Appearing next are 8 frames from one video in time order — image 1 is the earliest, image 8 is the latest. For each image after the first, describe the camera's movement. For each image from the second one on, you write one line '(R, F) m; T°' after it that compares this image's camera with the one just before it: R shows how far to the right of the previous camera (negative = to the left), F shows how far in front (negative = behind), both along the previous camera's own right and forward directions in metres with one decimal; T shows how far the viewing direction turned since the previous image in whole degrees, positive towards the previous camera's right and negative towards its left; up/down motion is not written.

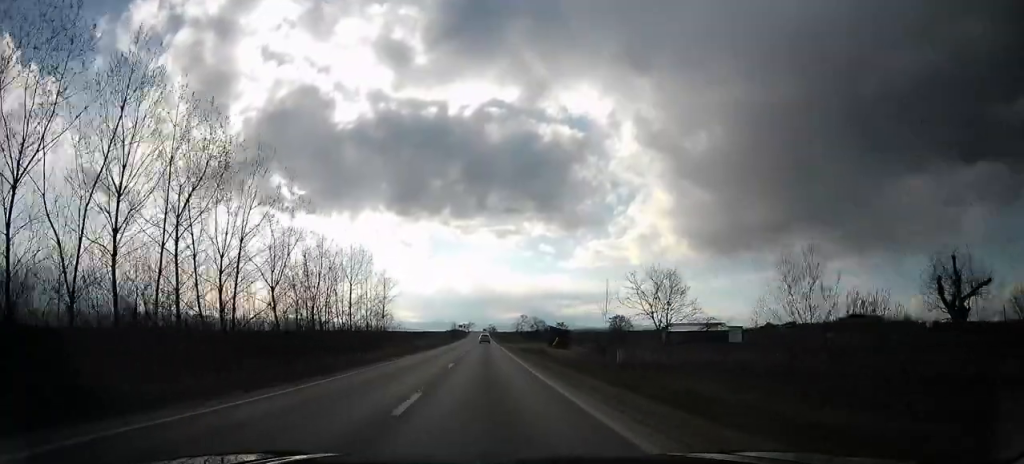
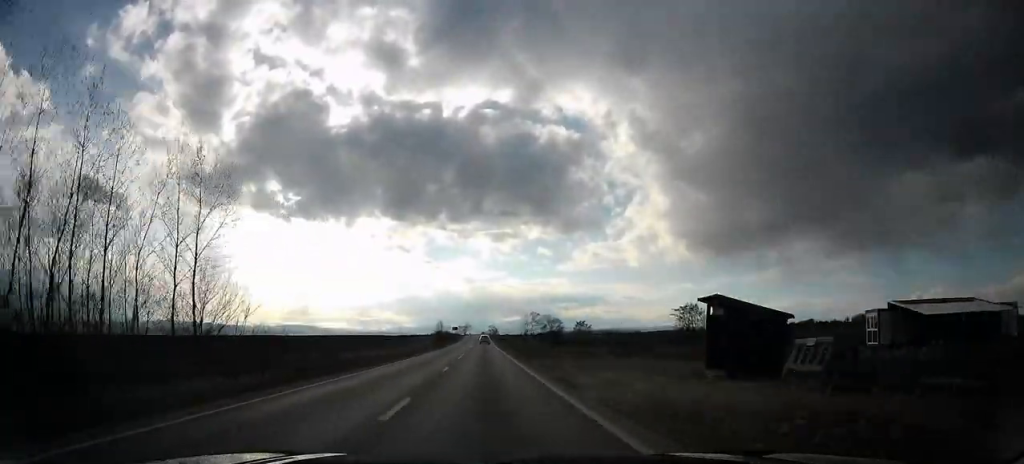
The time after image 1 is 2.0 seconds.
(+0.6, +45.7) m; +2°
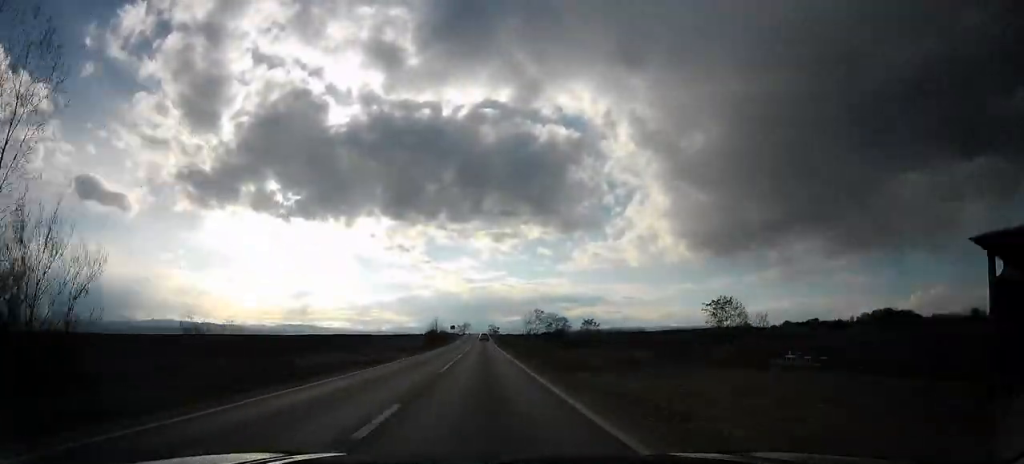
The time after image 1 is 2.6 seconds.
(0.0, +12.3) m; +1°
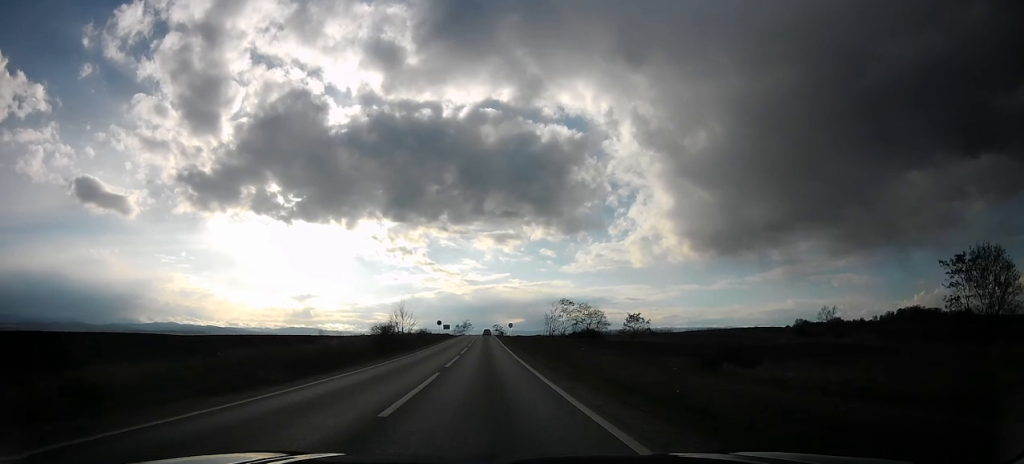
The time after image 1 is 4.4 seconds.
(+1.5, +43.2) m; +2°
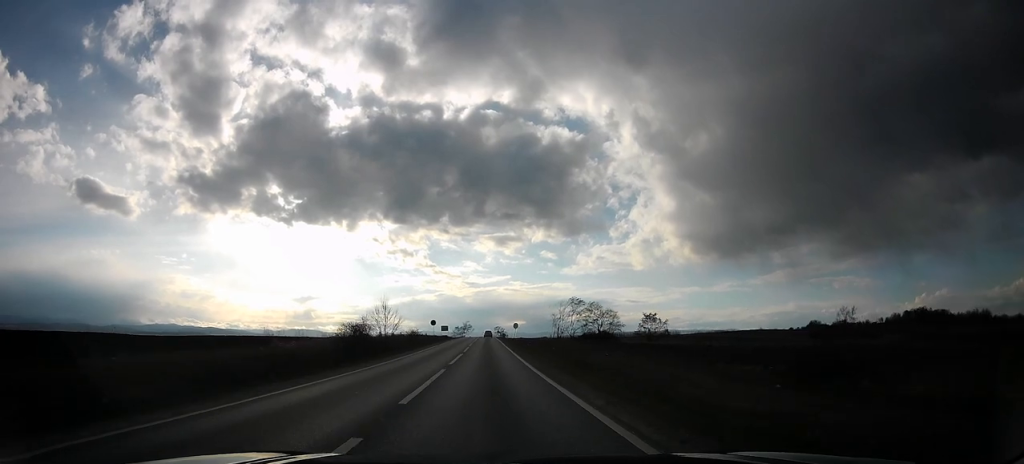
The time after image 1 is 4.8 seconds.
(0.0, +10.0) m; 0°
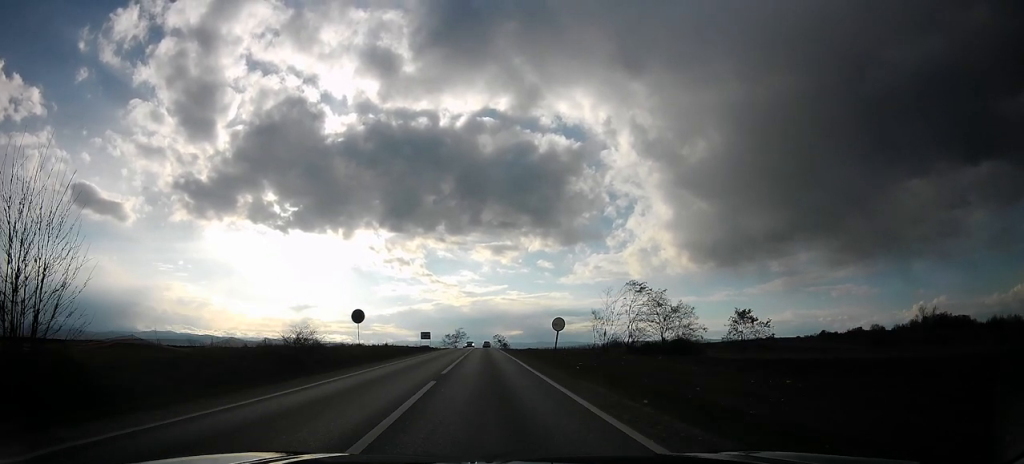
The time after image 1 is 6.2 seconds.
(-1.2, +38.2) m; -2°
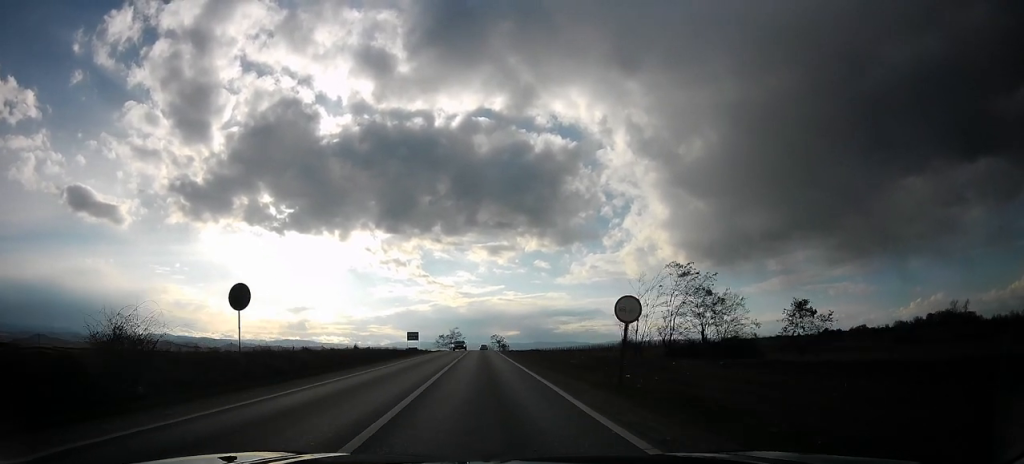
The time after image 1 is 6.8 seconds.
(-0.1, +14.3) m; 0°
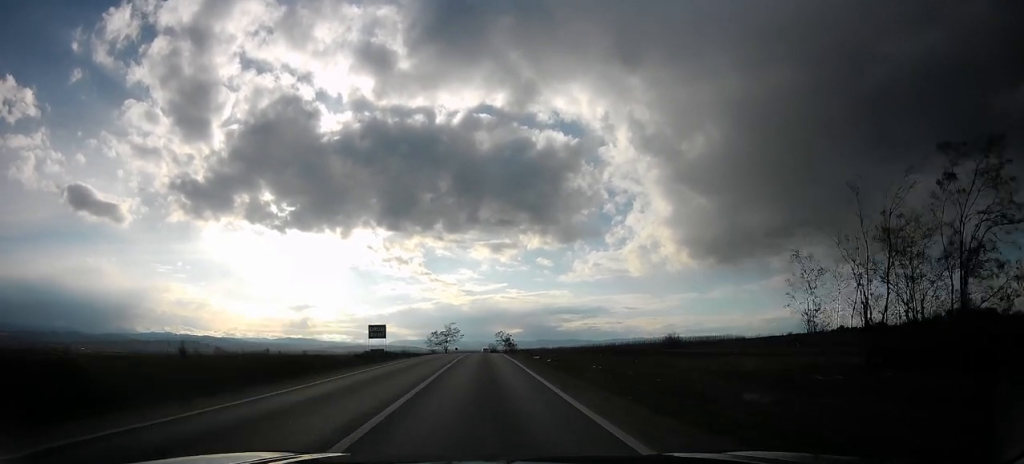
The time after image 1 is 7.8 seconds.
(+0.2, +28.3) m; 0°
